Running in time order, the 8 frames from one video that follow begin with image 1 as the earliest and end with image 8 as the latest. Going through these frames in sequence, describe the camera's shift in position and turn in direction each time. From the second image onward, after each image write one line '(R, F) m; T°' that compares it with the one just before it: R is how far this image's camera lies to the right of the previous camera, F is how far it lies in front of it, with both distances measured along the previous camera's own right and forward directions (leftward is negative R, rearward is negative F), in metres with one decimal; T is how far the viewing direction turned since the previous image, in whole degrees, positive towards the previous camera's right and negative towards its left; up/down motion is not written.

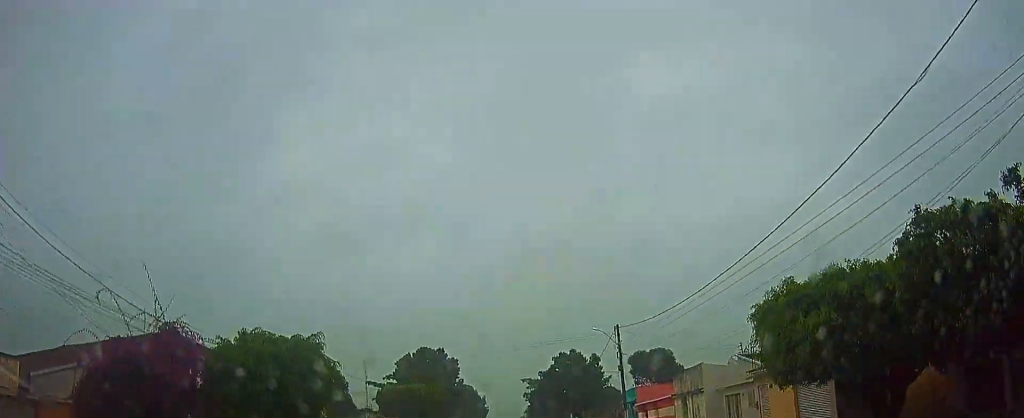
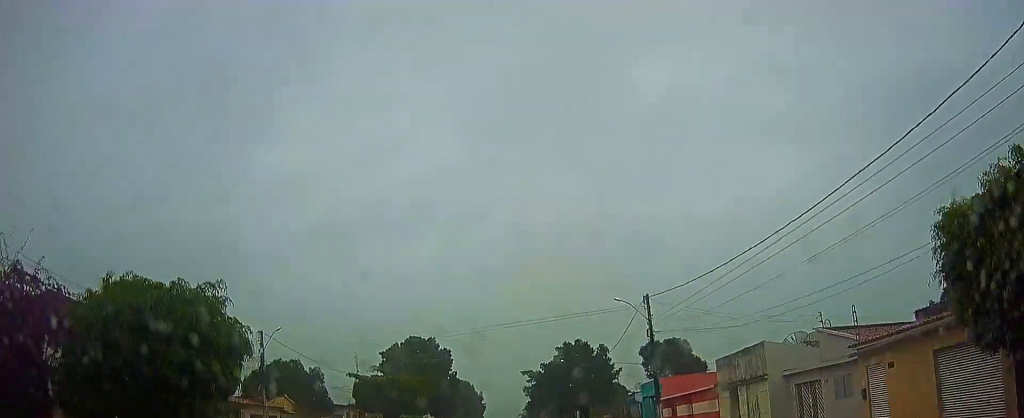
(0.0, +6.9) m; 0°
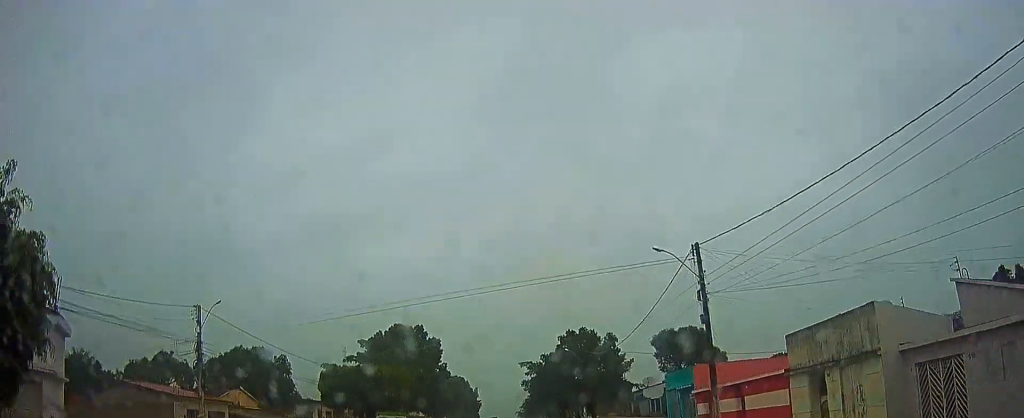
(0.0, +7.3) m; 0°
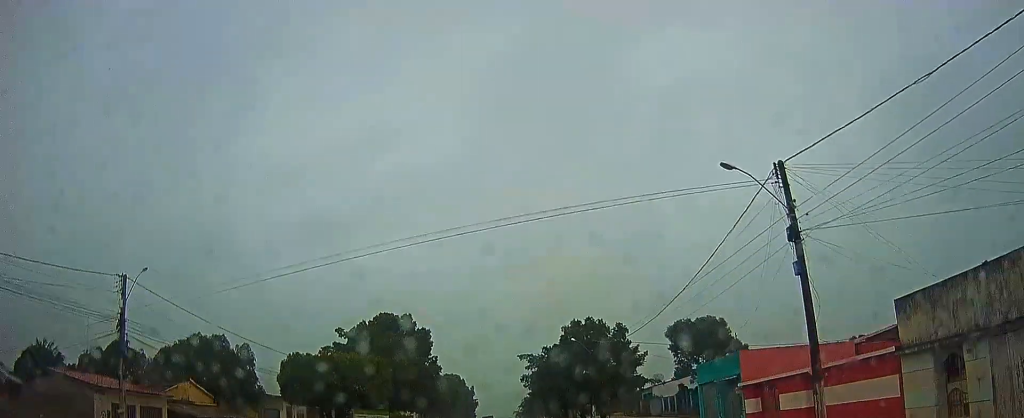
(0.0, +6.5) m; 0°
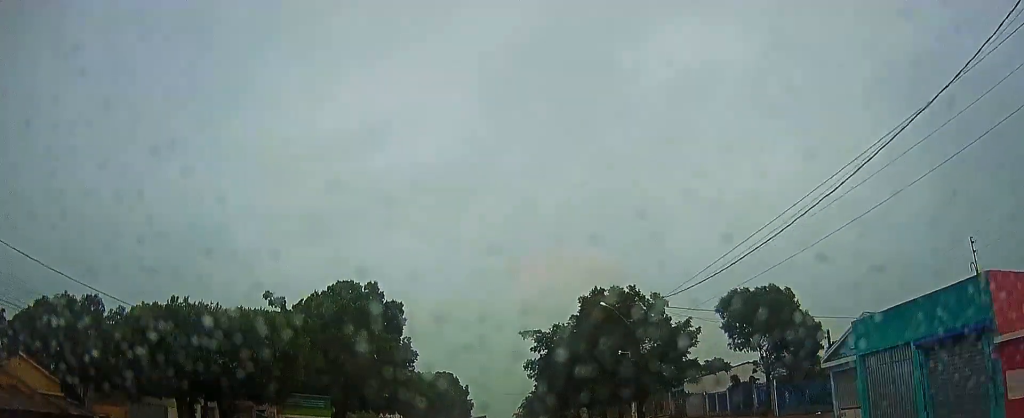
(-0.1, +14.9) m; 0°
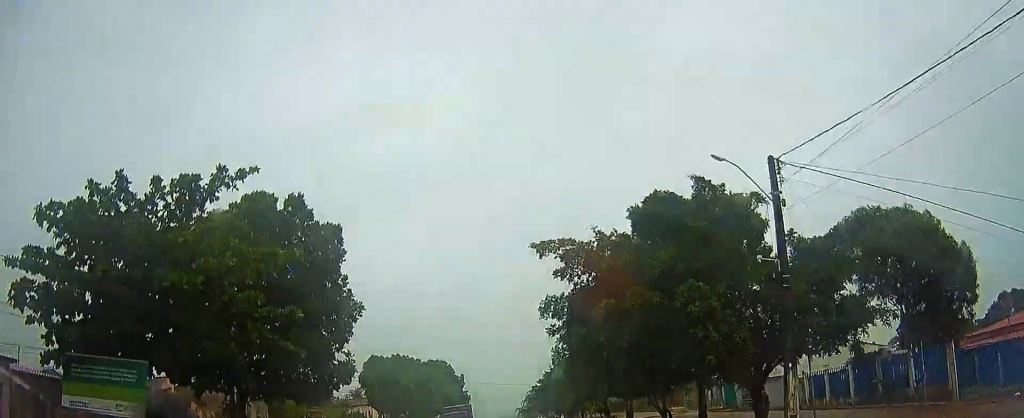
(0.0, +17.0) m; +1°
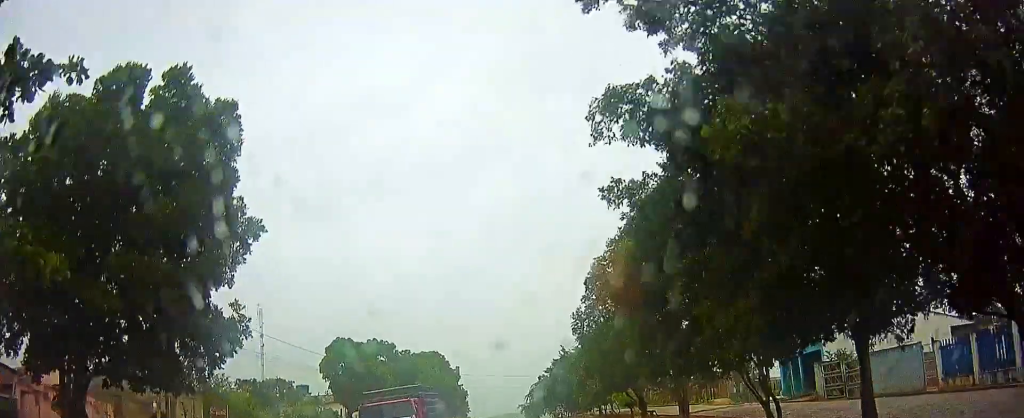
(+0.1, +11.7) m; +1°
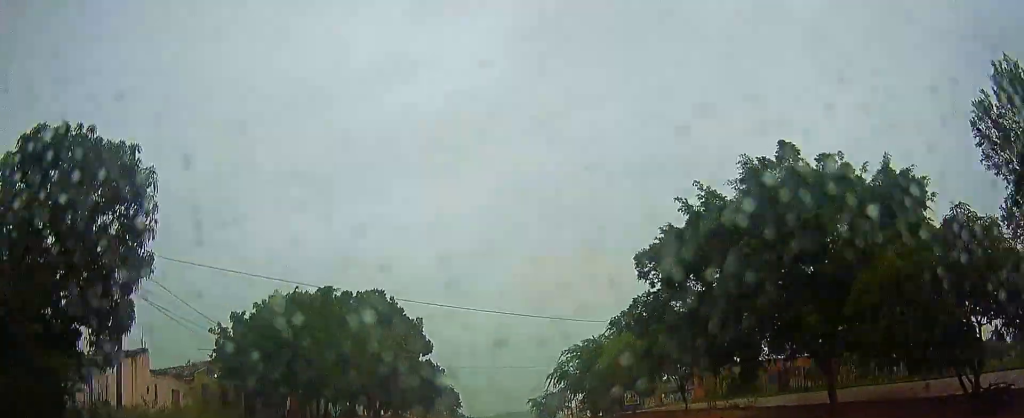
(-0.9, +42.3) m; -2°
